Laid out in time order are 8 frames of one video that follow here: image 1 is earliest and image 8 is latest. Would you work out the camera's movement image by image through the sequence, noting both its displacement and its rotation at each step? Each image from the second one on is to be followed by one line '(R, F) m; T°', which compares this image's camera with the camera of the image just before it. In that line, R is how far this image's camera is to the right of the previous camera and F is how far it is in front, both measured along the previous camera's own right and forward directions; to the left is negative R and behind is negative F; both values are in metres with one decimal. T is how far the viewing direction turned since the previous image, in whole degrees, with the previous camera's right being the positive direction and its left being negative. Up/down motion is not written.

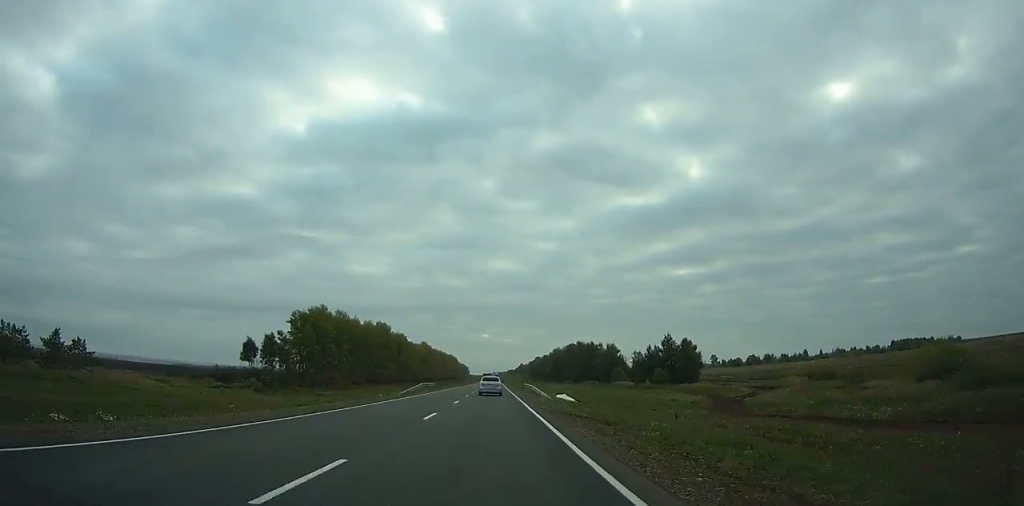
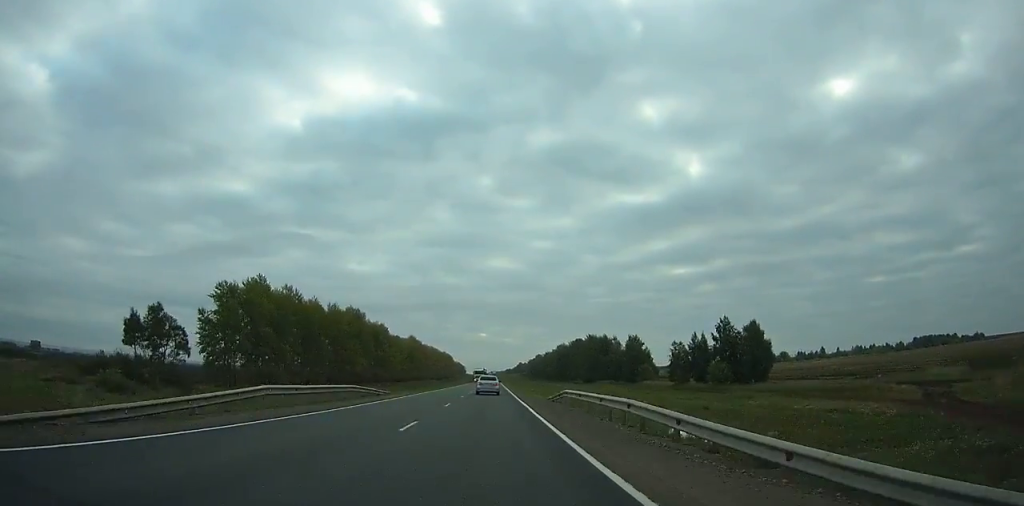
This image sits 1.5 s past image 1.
(+0.2, +38.7) m; 0°
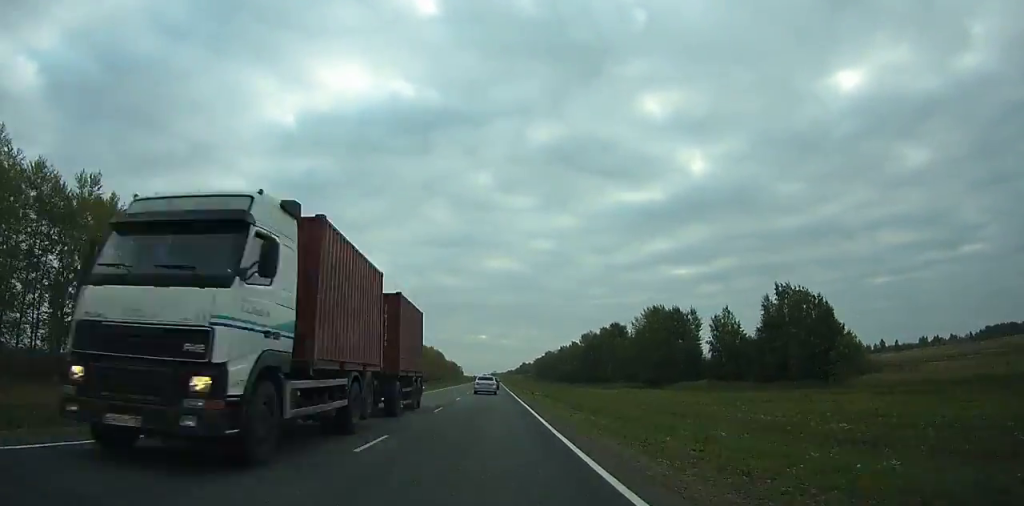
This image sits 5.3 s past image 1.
(-0.4, +99.3) m; 0°
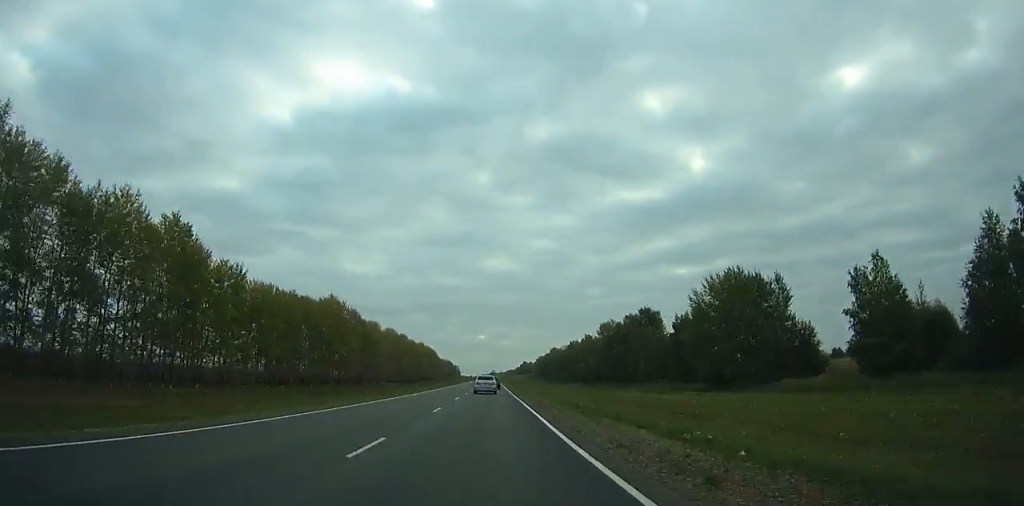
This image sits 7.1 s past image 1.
(-0.1, +47.4) m; 0°
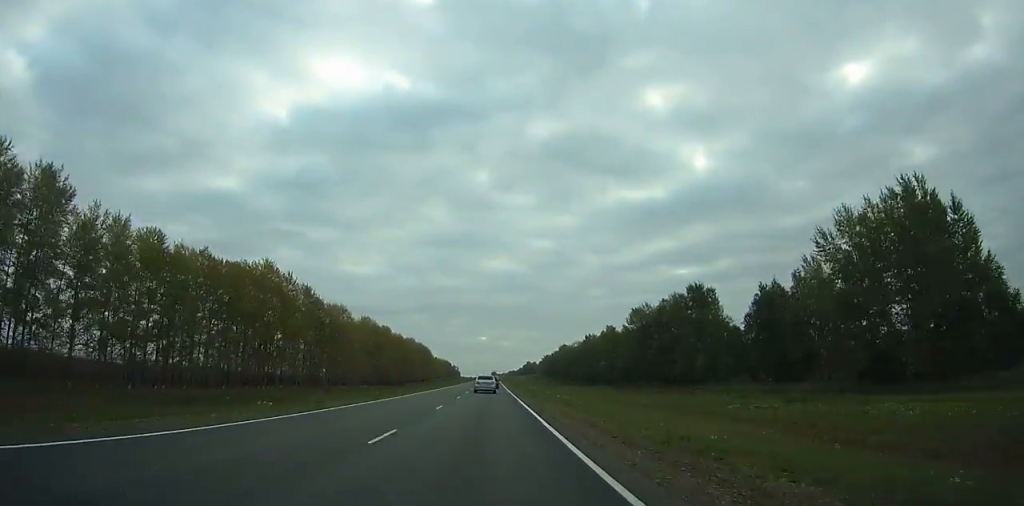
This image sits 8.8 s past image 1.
(0.0, +44.8) m; 0°
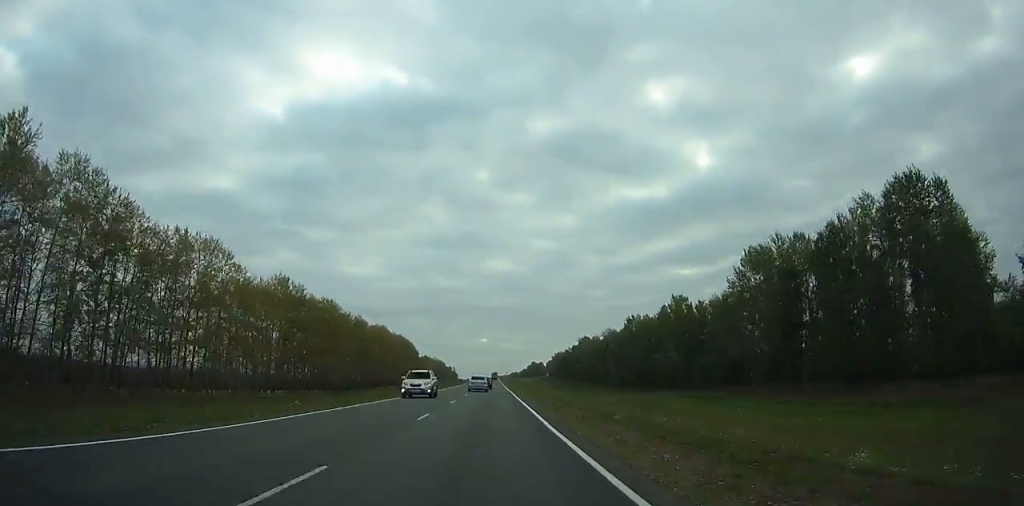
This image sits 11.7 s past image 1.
(+0.1, +76.6) m; 0°
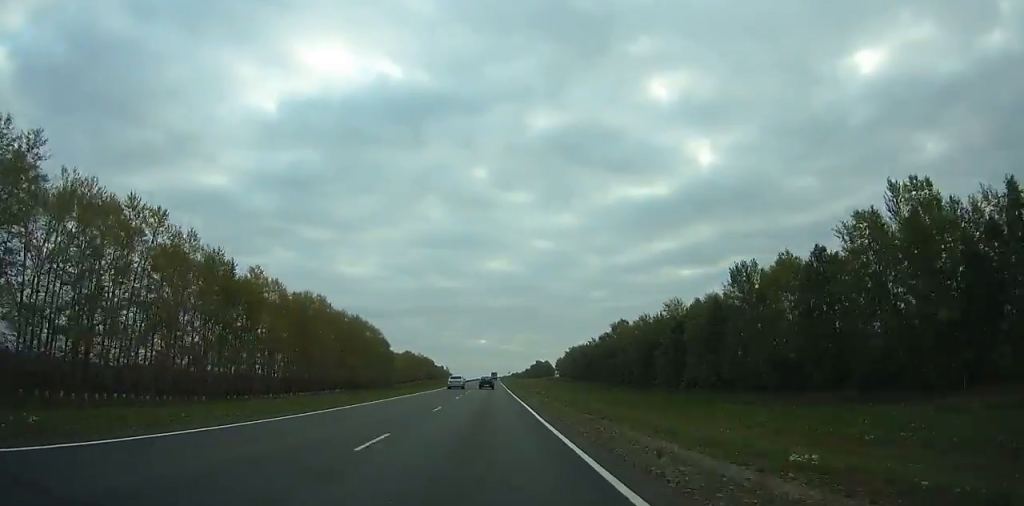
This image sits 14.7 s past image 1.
(0.0, +79.0) m; 0°
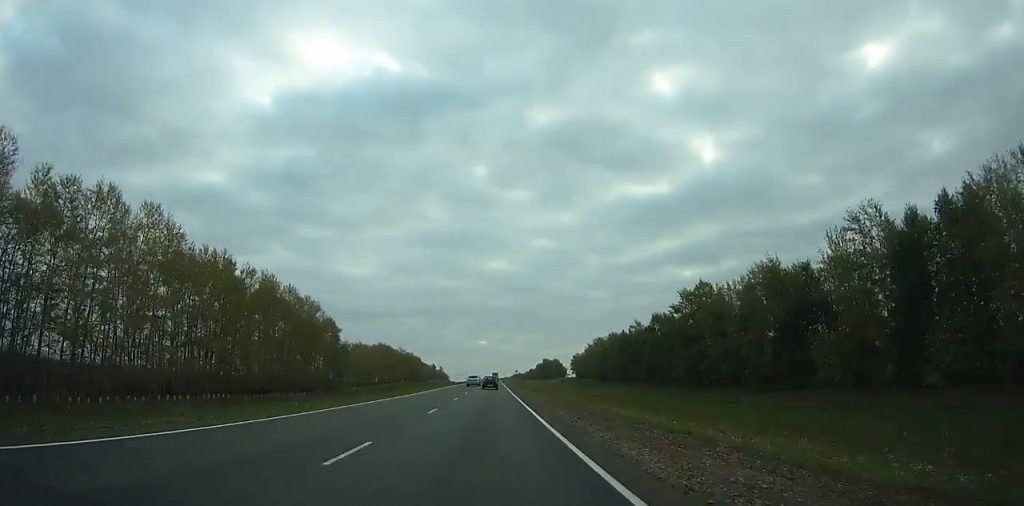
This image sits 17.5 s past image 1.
(+0.1, +73.0) m; 0°
